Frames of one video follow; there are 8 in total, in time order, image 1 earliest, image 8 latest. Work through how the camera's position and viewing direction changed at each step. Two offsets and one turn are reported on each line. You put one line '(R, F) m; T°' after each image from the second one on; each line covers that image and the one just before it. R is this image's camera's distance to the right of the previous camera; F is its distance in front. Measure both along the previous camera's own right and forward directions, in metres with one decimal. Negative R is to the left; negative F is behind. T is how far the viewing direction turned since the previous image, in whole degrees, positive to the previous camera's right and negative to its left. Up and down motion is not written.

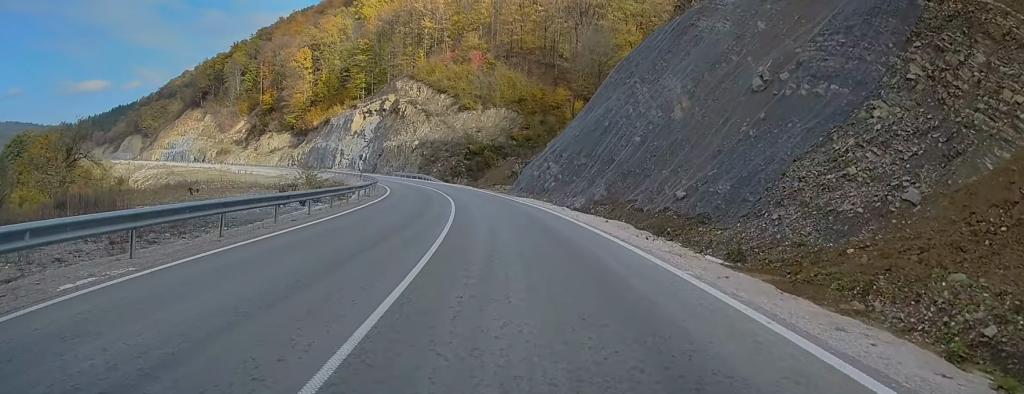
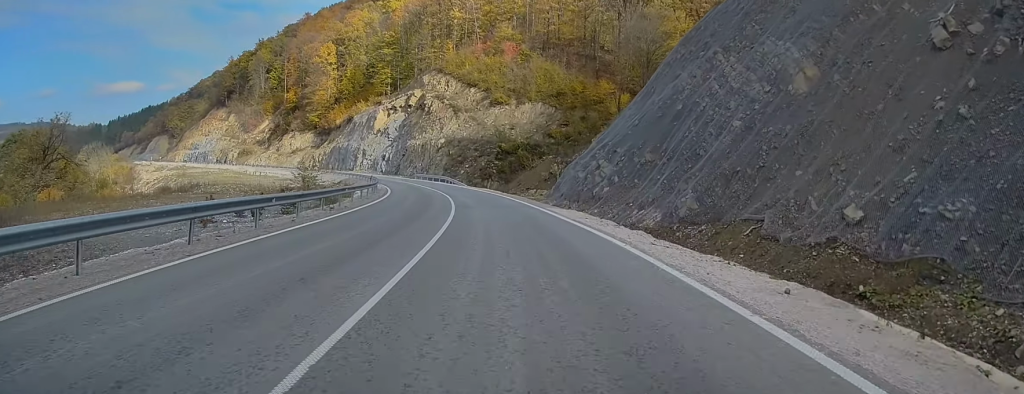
(-0.2, +14.3) m; -2°
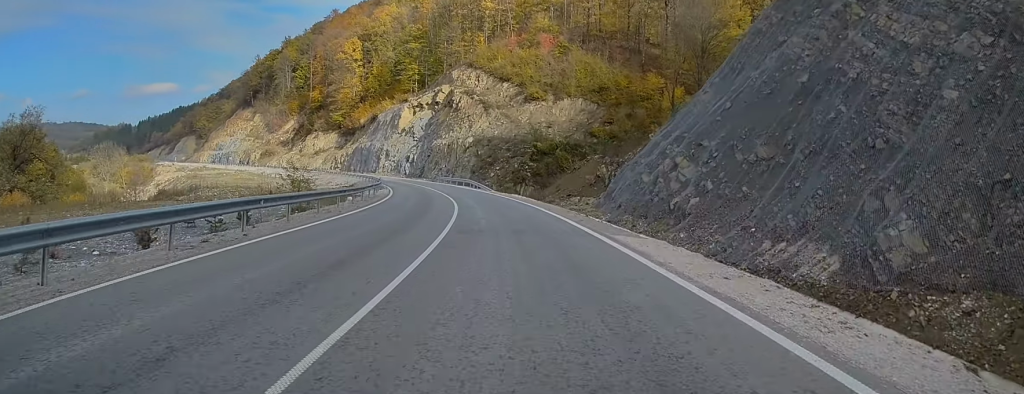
(-0.2, +14.1) m; -3°
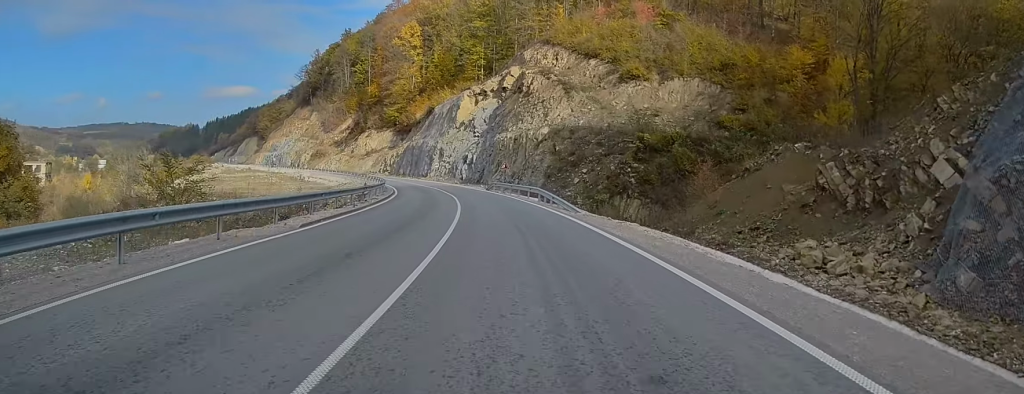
(-1.8, +30.9) m; -6°
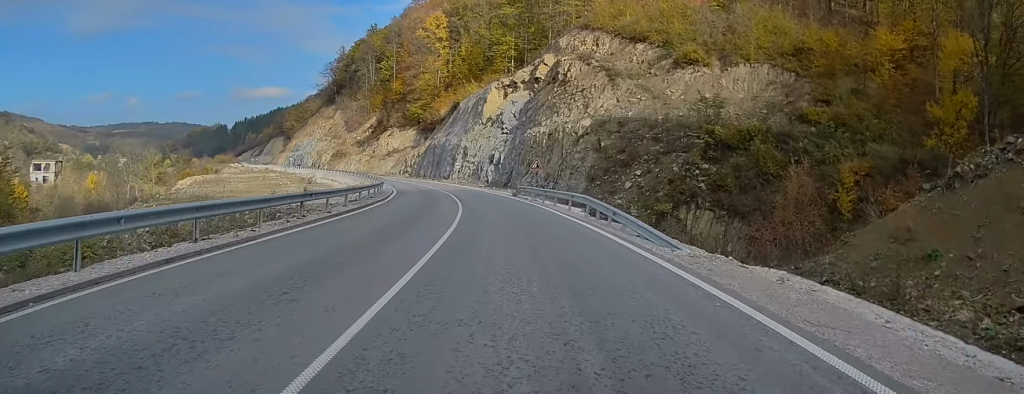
(-0.2, +13.5) m; -2°
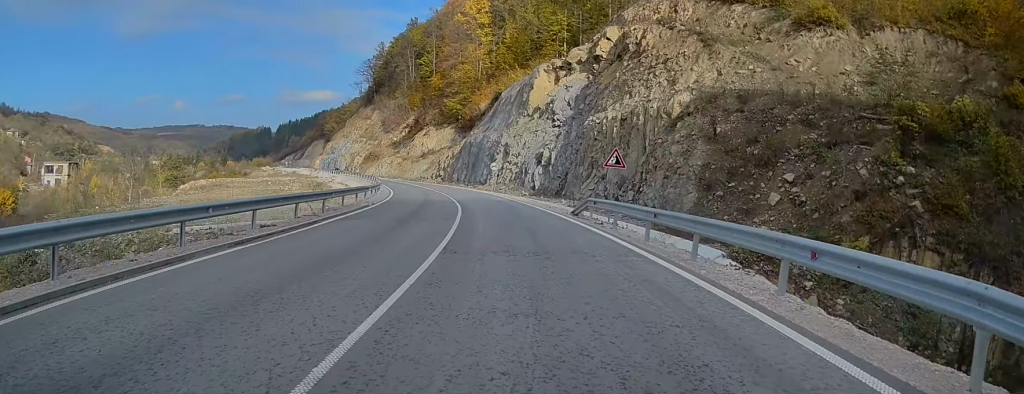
(-0.6, +20.5) m; -4°
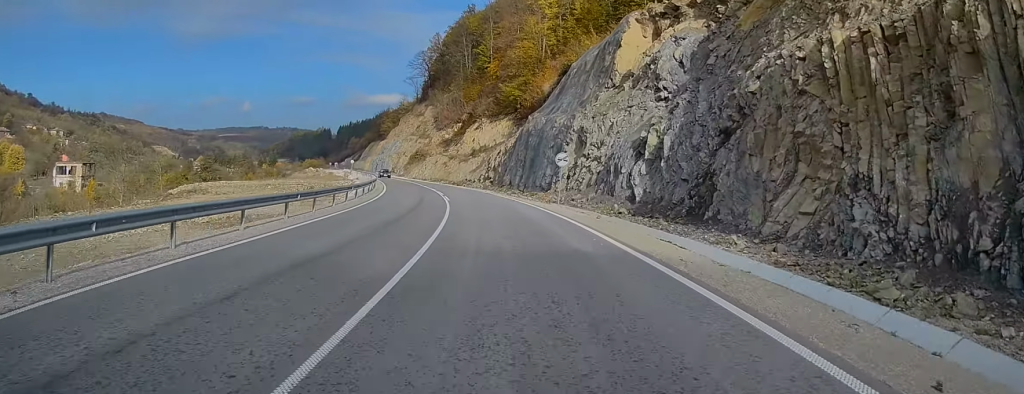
(-1.5, +28.6) m; -6°
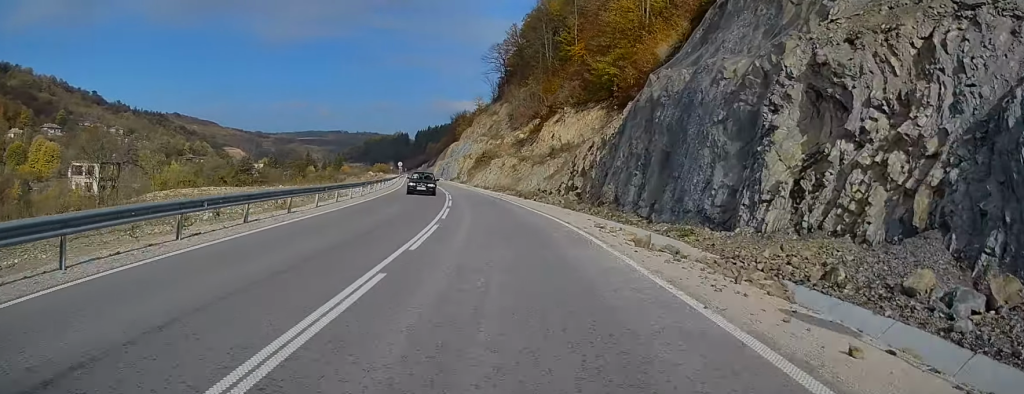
(-1.7, +32.3) m; -7°
